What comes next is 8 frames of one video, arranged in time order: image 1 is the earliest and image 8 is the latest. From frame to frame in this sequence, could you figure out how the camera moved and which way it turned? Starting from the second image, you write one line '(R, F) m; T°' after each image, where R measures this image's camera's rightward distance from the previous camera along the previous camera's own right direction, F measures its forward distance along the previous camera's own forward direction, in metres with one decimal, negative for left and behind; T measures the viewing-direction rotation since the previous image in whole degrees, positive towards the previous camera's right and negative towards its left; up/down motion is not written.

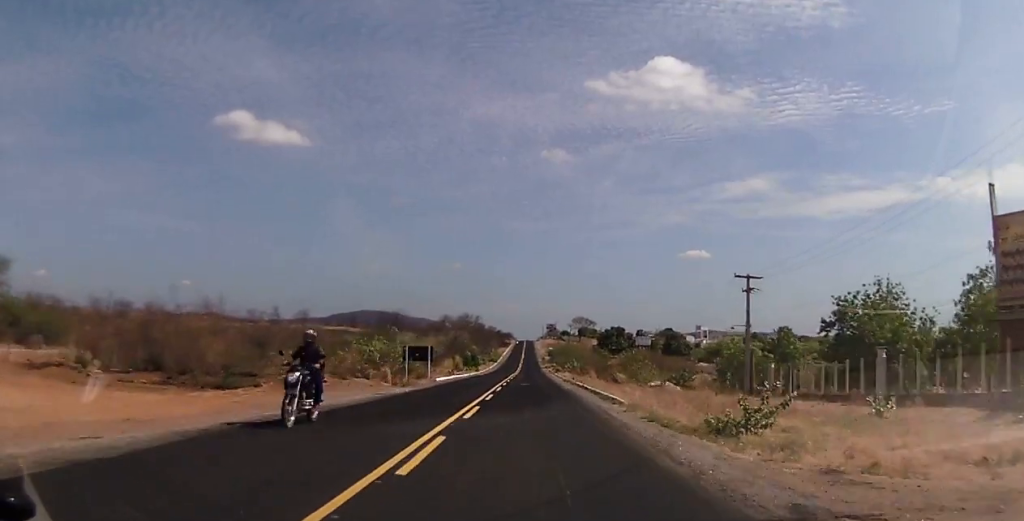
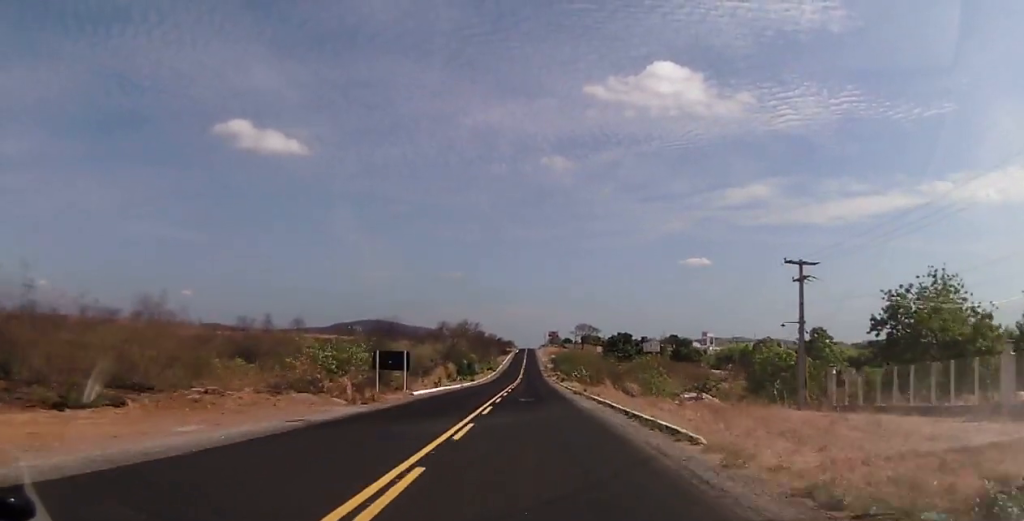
(0.0, +7.9) m; 0°
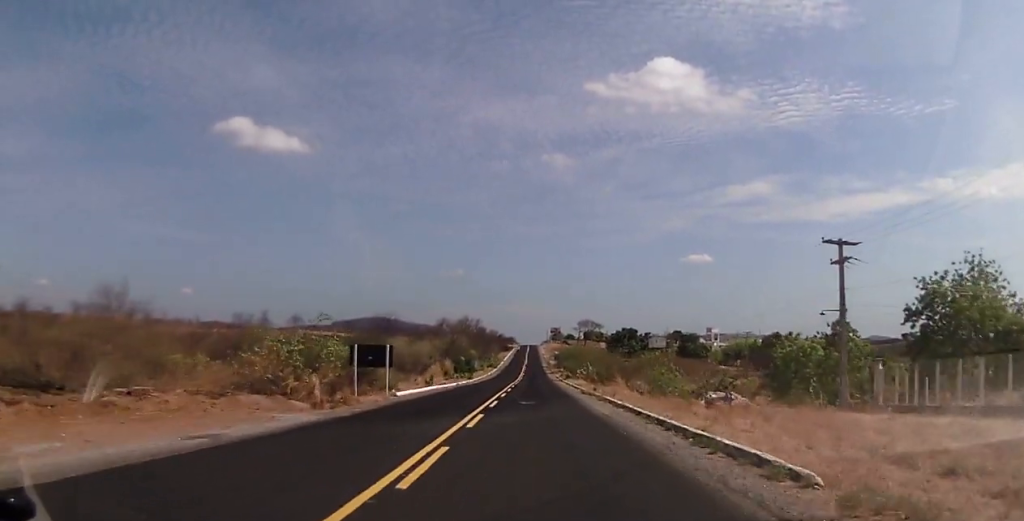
(0.0, +4.3) m; 0°
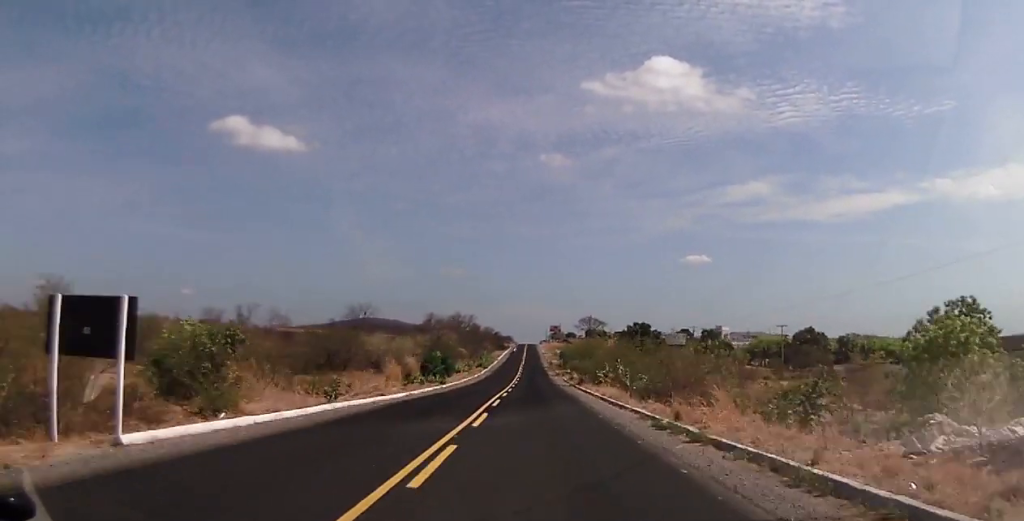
(-0.2, +18.8) m; -1°
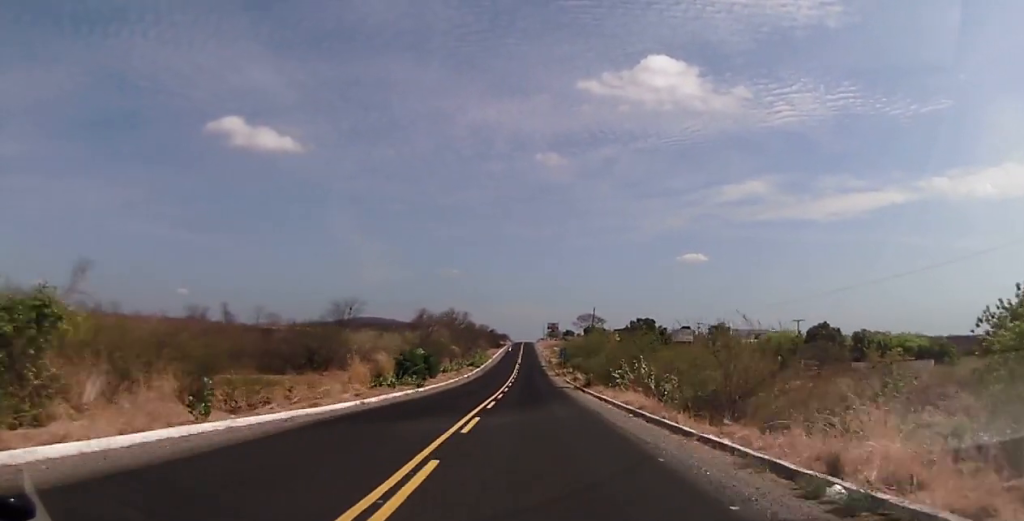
(-0.2, +7.8) m; +1°
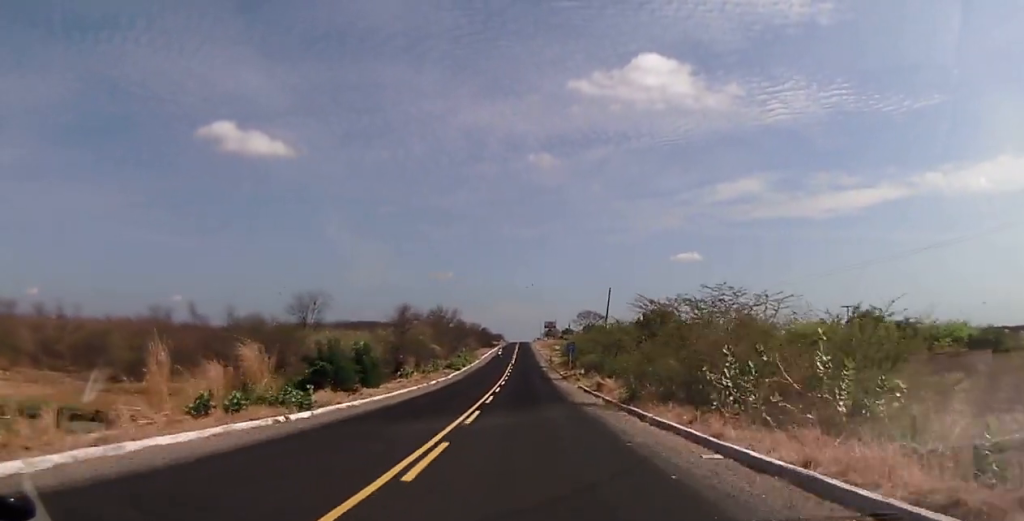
(+0.5, +18.2) m; +1°
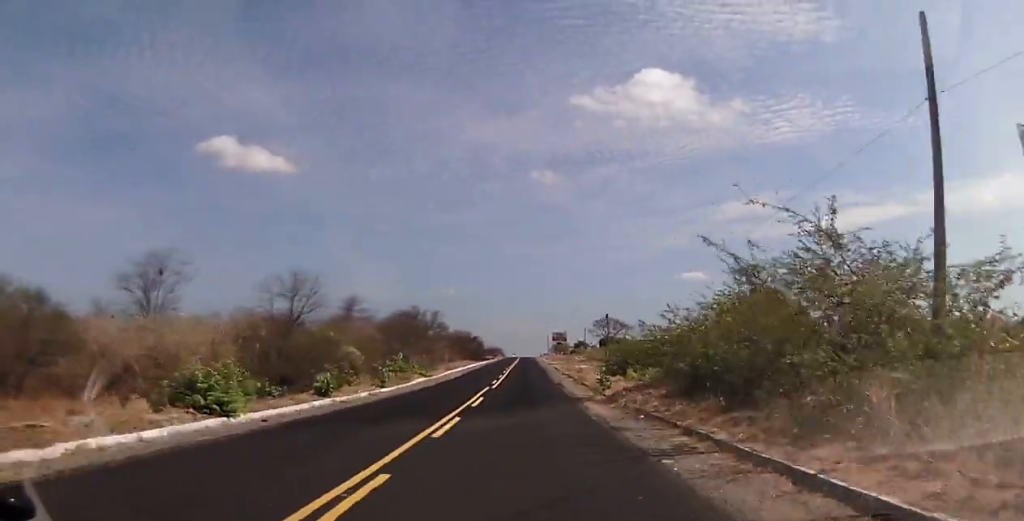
(-0.5, +47.6) m; 0°
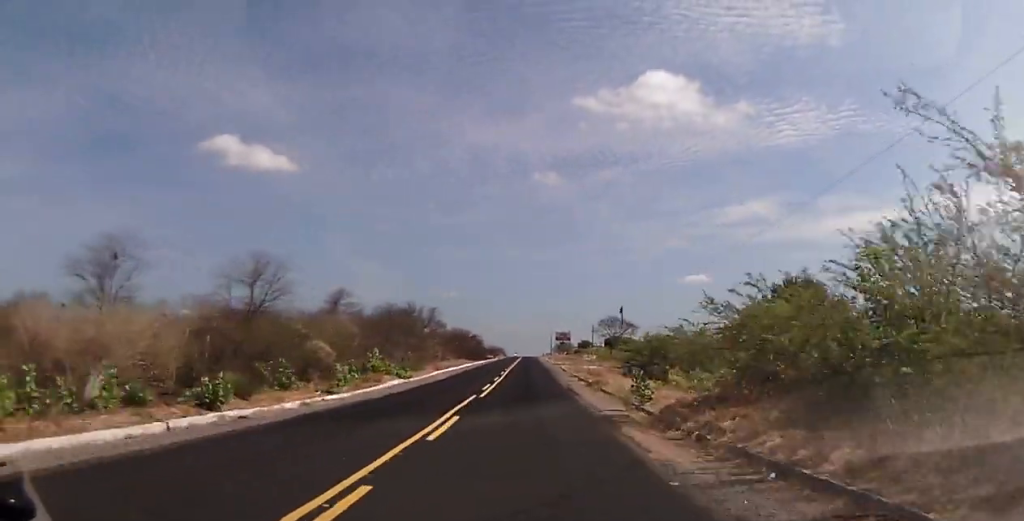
(0.0, +8.1) m; 0°
